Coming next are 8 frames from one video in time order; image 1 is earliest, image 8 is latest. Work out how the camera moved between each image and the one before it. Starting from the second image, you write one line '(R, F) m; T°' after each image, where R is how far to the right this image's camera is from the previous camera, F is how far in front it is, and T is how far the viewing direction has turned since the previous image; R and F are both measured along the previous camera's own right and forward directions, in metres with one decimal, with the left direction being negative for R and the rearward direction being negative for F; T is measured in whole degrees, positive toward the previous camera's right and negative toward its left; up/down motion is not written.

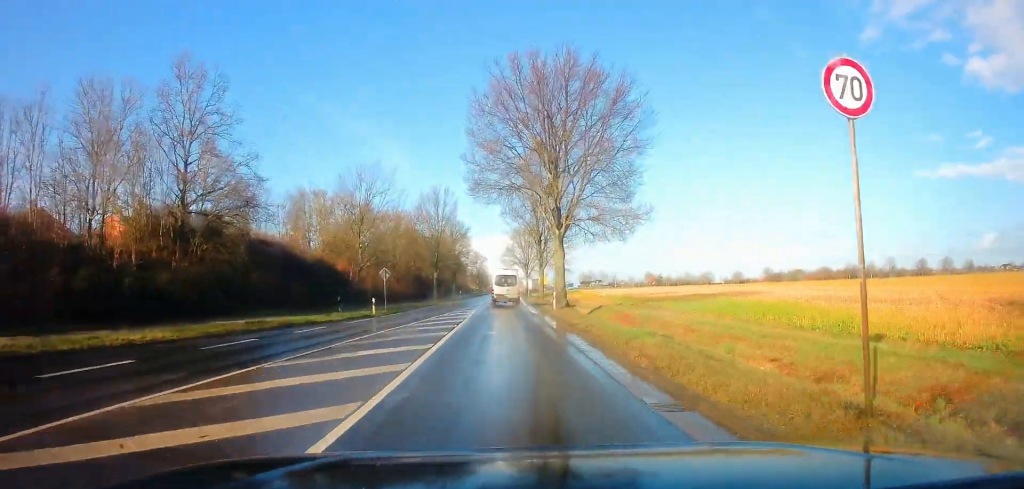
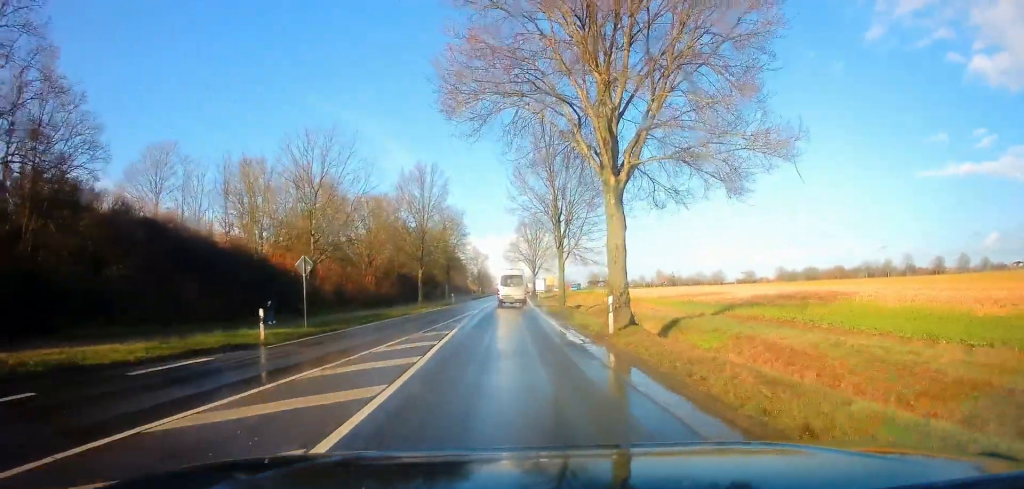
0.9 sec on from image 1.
(-0.1, +15.7) m; 0°
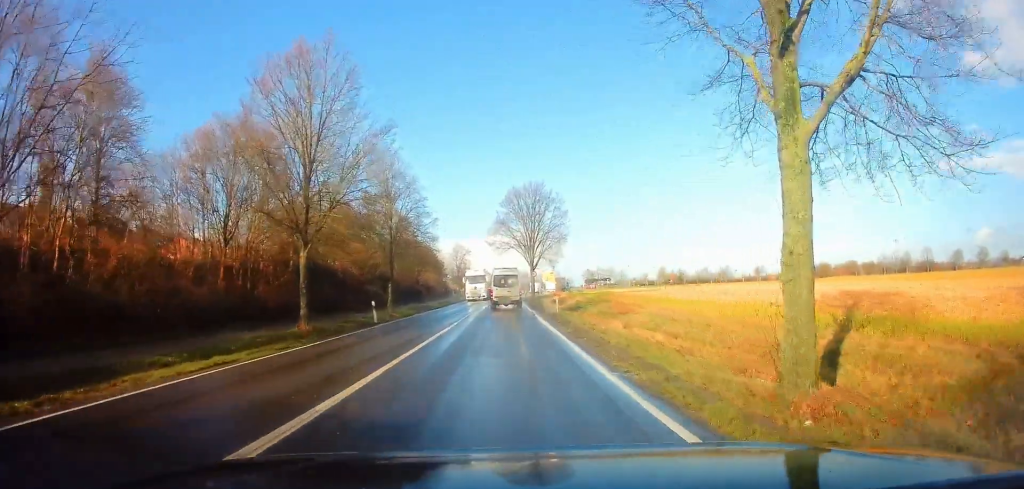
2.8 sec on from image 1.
(+0.2, +31.3) m; 0°
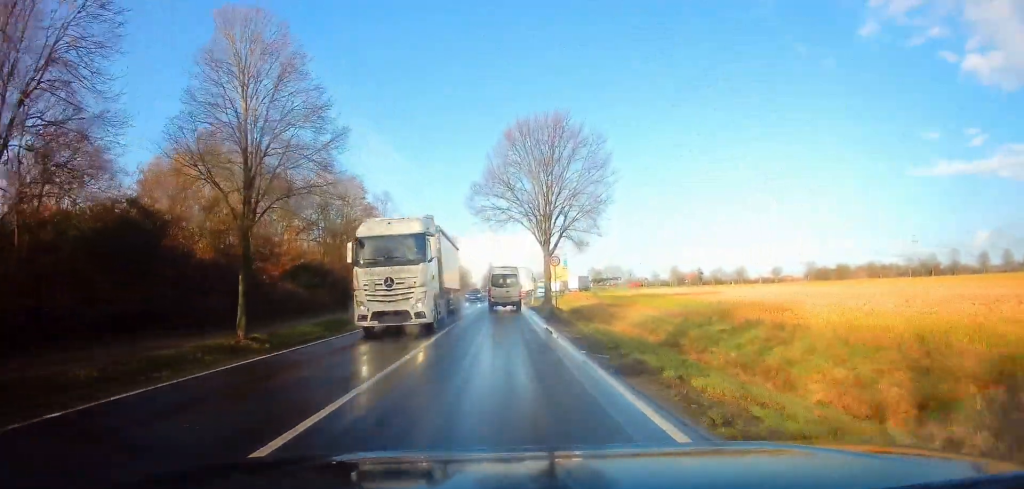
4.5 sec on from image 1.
(+0.1, +26.6) m; +1°
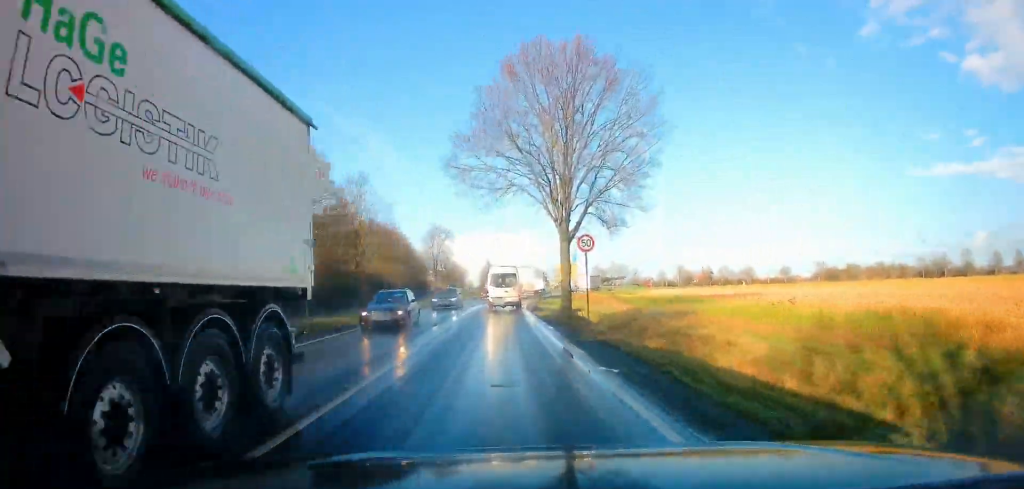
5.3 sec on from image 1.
(+0.1, +12.3) m; 0°
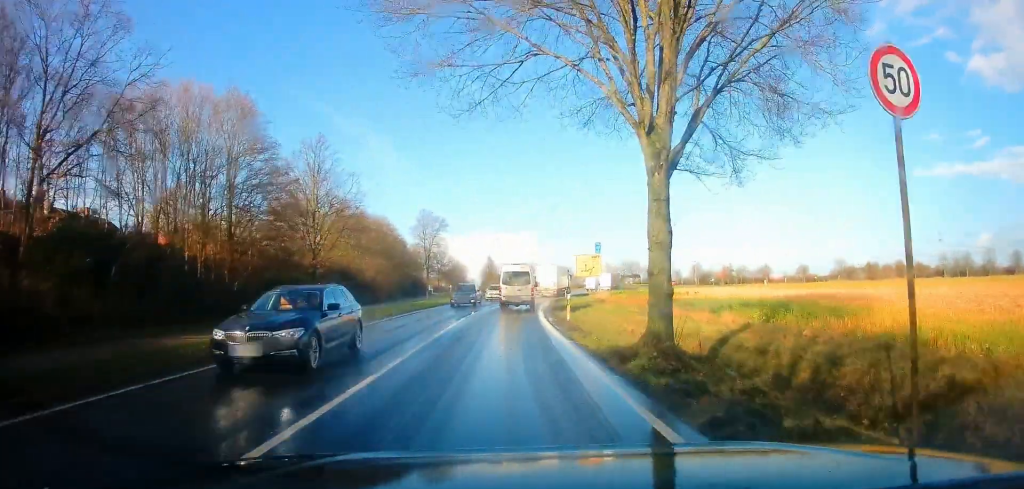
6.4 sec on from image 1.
(-0.1, +15.2) m; 0°
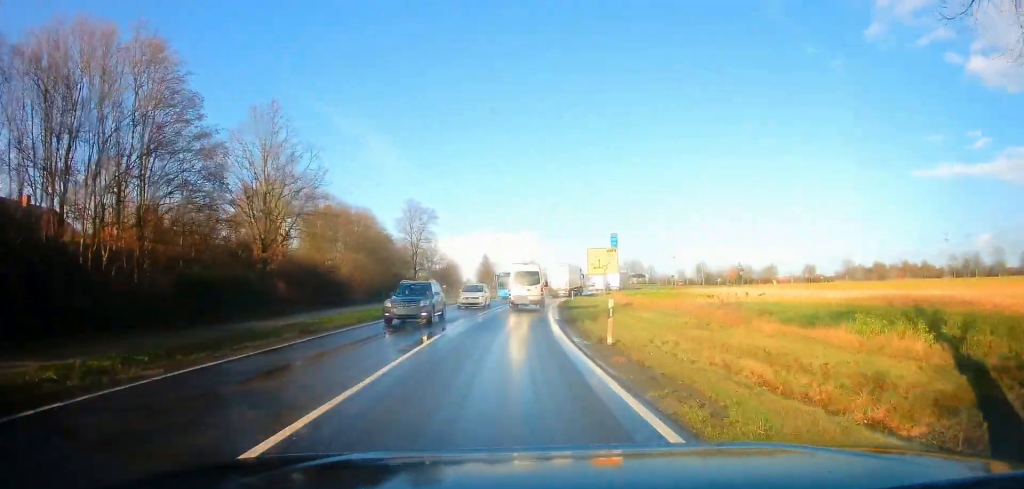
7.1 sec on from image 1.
(0.0, +9.5) m; +1°
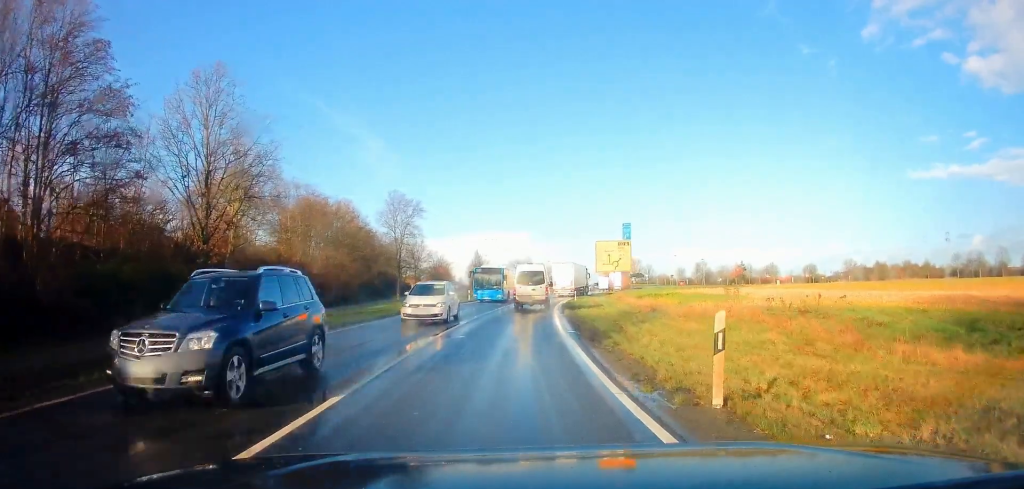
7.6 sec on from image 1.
(+0.1, +7.1) m; +1°
